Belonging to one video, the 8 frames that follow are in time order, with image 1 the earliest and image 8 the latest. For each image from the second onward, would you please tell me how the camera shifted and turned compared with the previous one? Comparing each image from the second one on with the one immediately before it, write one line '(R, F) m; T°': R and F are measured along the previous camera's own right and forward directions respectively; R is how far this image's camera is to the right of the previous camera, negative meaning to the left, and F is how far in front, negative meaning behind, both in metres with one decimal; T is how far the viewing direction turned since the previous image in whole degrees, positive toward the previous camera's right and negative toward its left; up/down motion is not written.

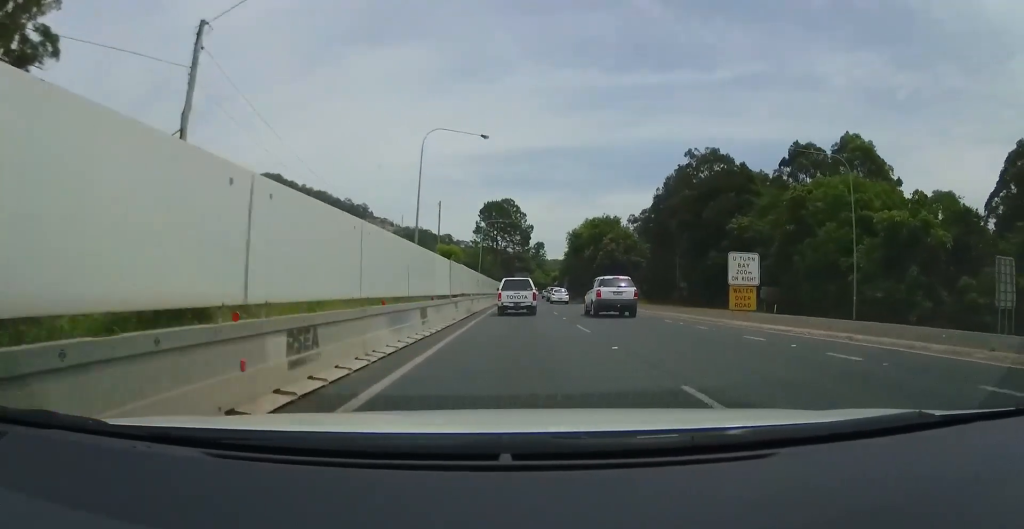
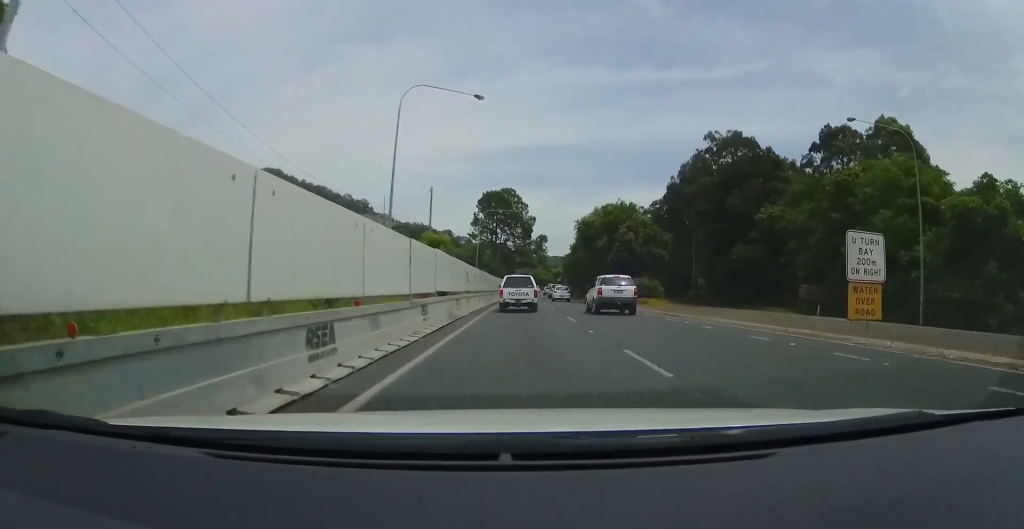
(+0.4, +7.9) m; -1°
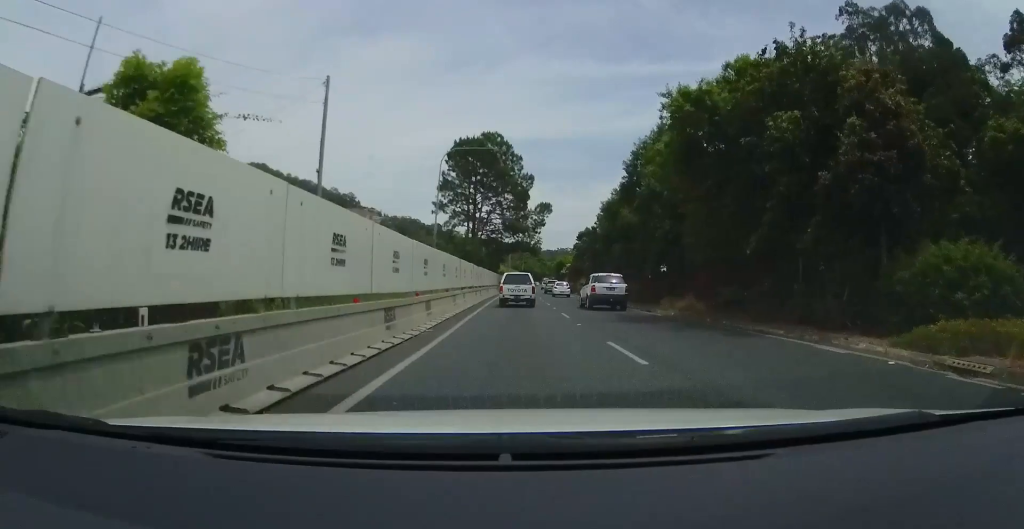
(-1.3, +33.5) m; -1°
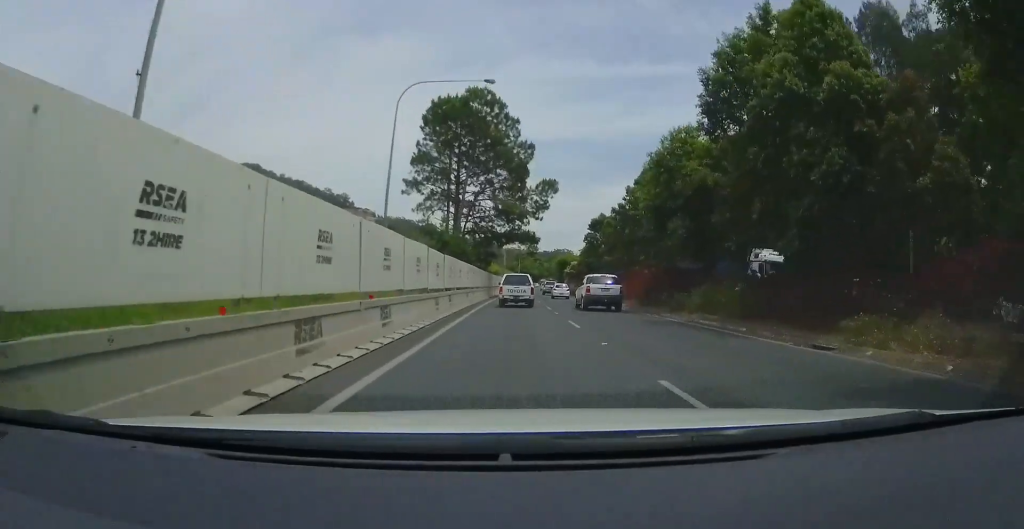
(0.0, +15.7) m; +1°
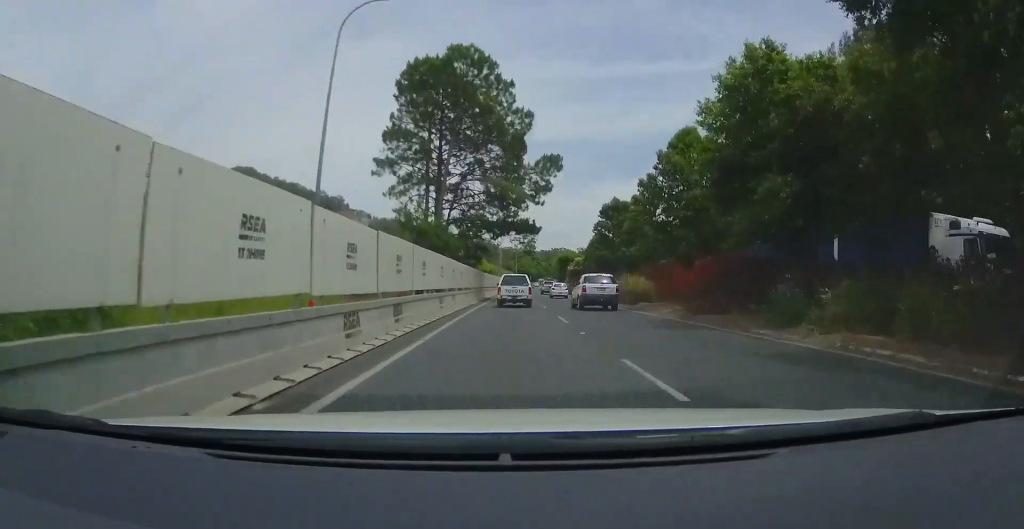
(+0.2, +9.7) m; +1°
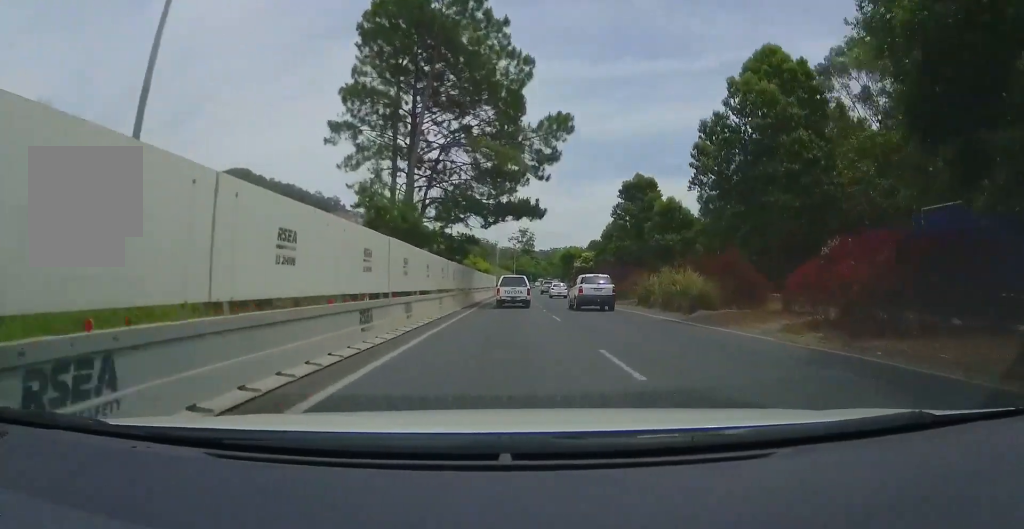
(+0.1, +10.4) m; +1°
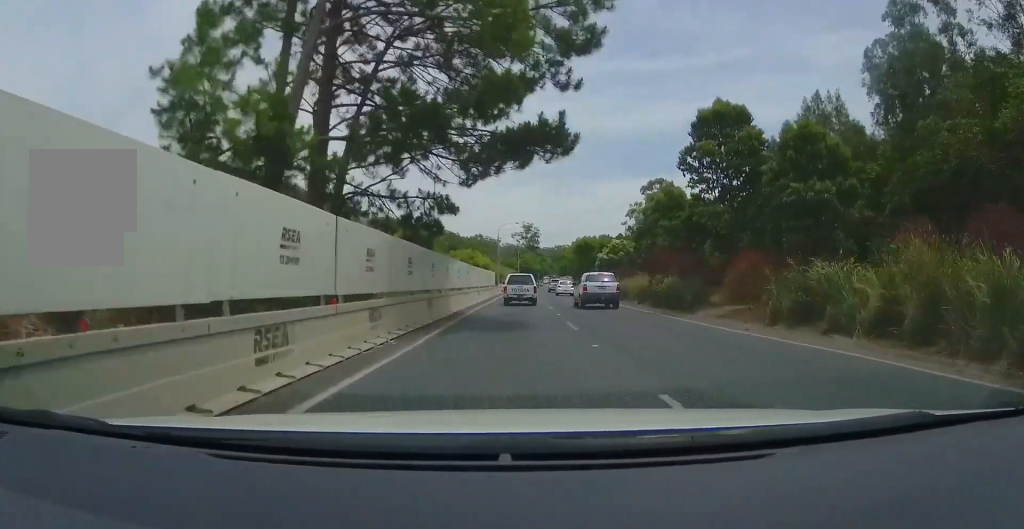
(0.0, +16.1) m; -1°
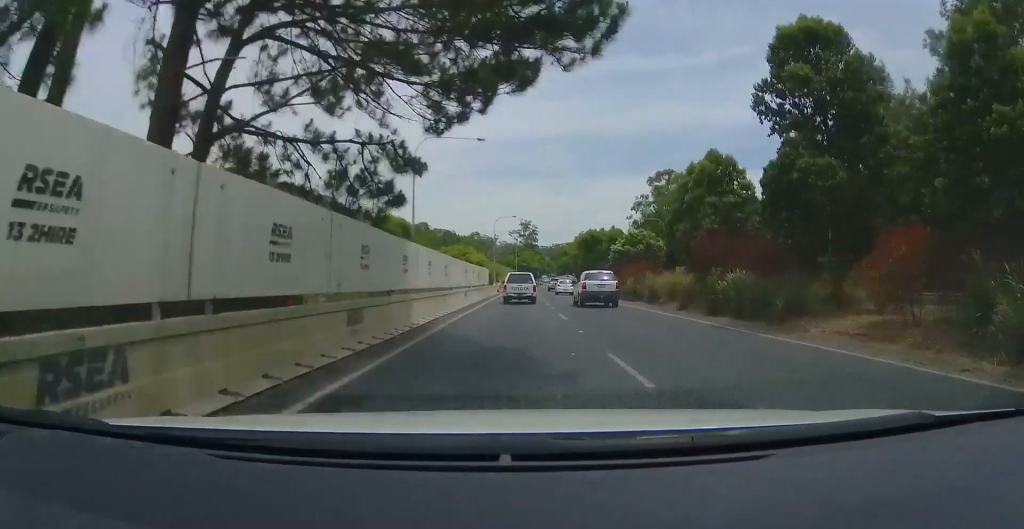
(-0.2, +7.8) m; 0°
